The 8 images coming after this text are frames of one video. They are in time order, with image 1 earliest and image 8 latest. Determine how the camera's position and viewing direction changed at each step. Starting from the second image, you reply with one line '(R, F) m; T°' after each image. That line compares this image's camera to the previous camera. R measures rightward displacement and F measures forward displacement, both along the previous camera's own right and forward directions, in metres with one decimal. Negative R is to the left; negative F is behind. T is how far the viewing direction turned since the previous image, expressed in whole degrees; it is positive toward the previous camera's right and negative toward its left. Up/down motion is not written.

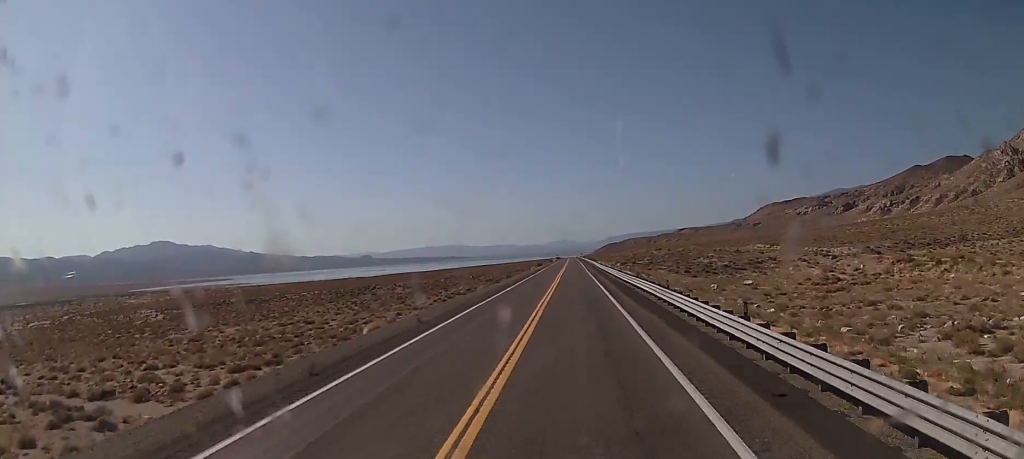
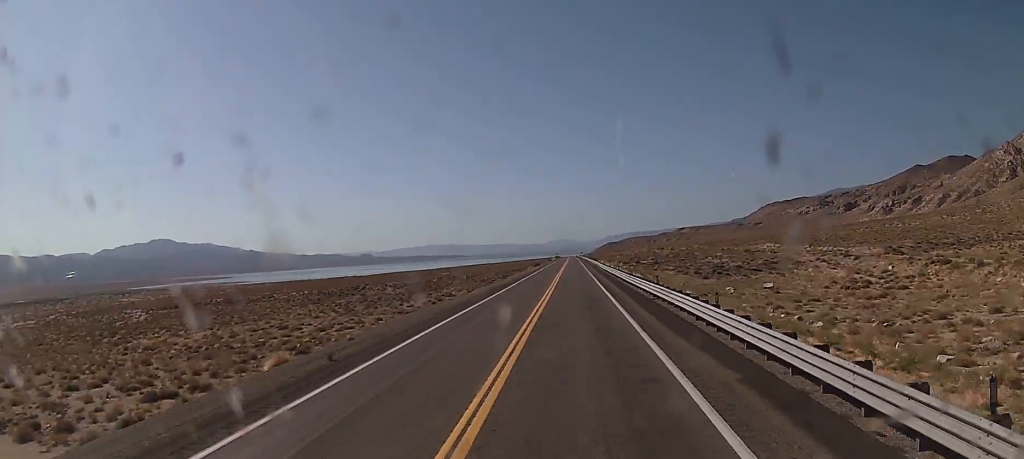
(0.0, +11.5) m; 0°
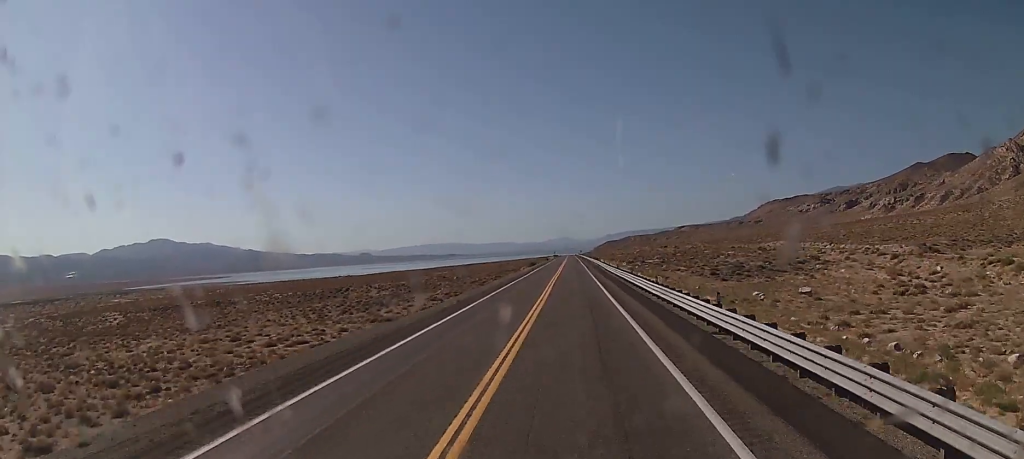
(0.0, +15.9) m; 0°
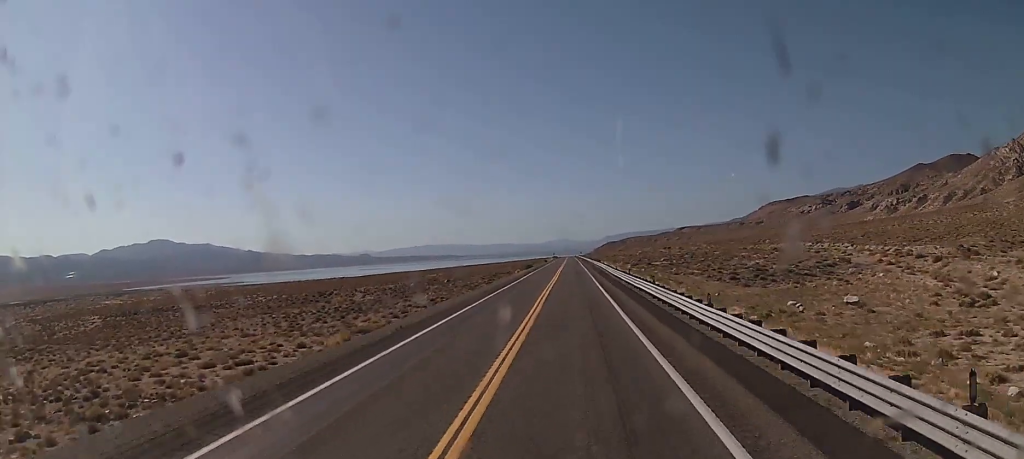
(0.0, +14.2) m; 0°
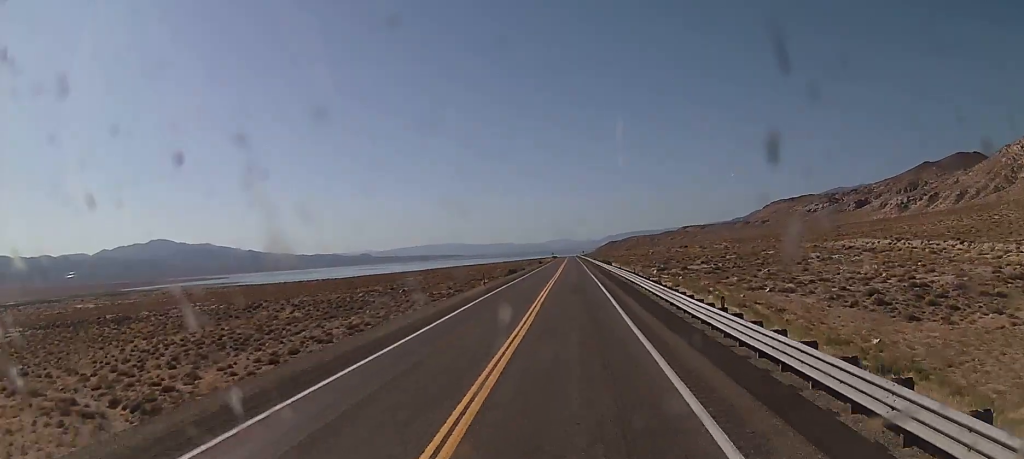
(-0.3, +47.8) m; 0°
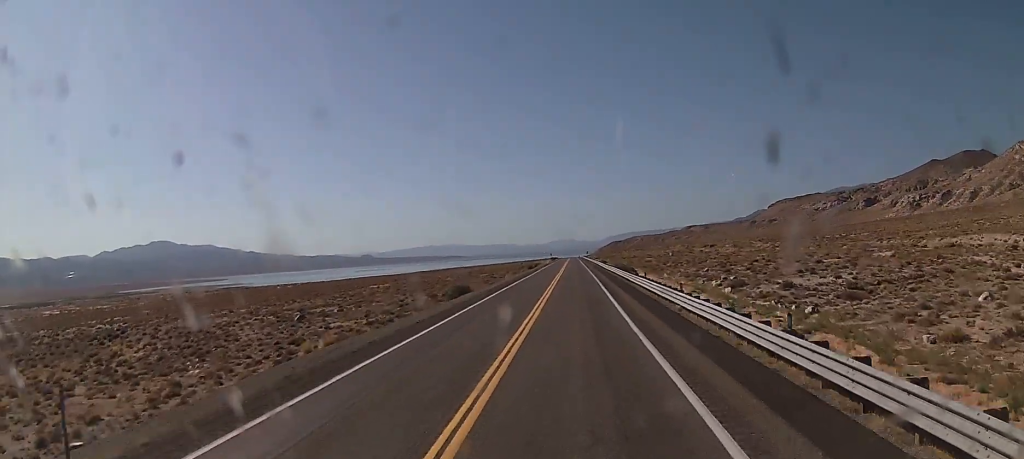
(+1.3, +51.5) m; +1°
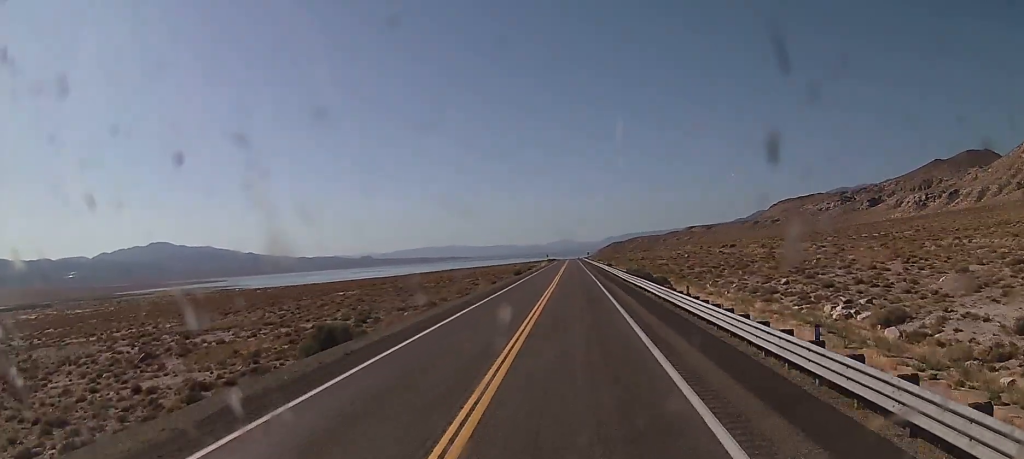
(-0.9, +32.2) m; -2°
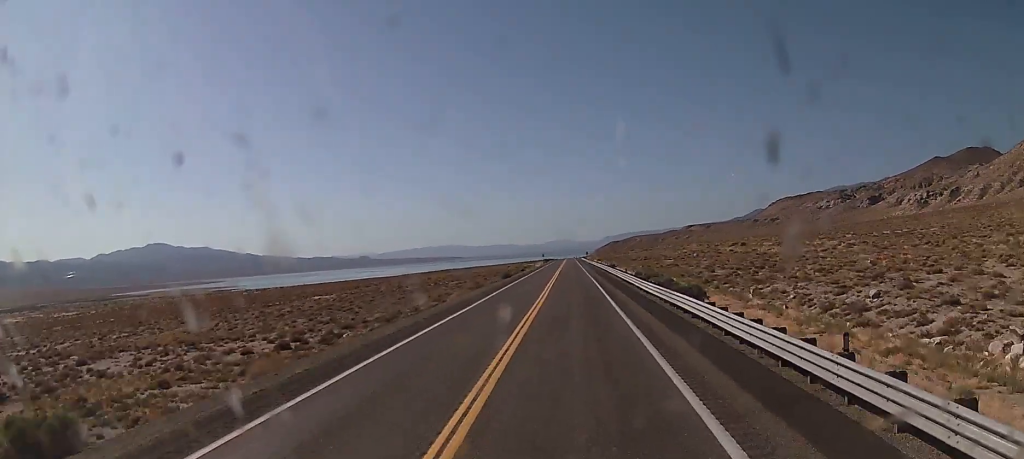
(-0.1, +17.0) m; 0°
